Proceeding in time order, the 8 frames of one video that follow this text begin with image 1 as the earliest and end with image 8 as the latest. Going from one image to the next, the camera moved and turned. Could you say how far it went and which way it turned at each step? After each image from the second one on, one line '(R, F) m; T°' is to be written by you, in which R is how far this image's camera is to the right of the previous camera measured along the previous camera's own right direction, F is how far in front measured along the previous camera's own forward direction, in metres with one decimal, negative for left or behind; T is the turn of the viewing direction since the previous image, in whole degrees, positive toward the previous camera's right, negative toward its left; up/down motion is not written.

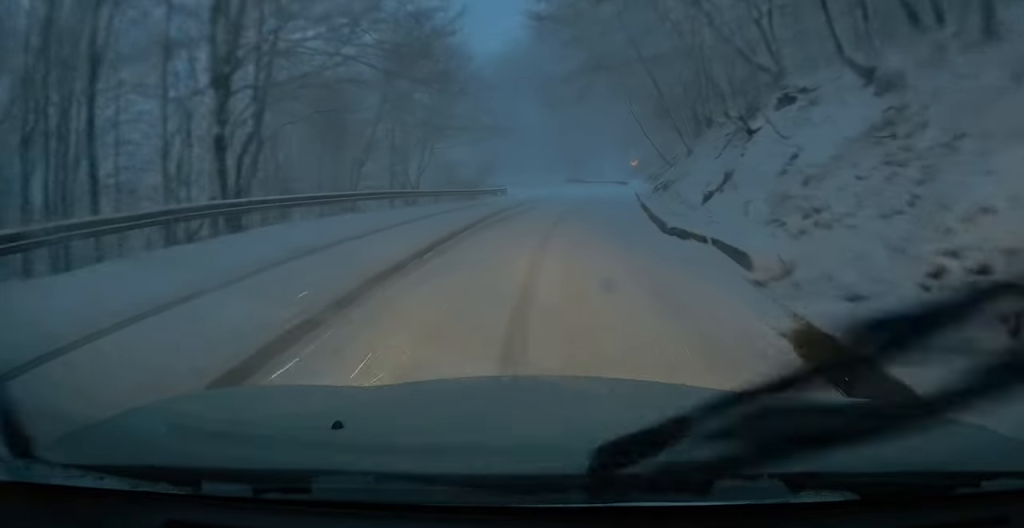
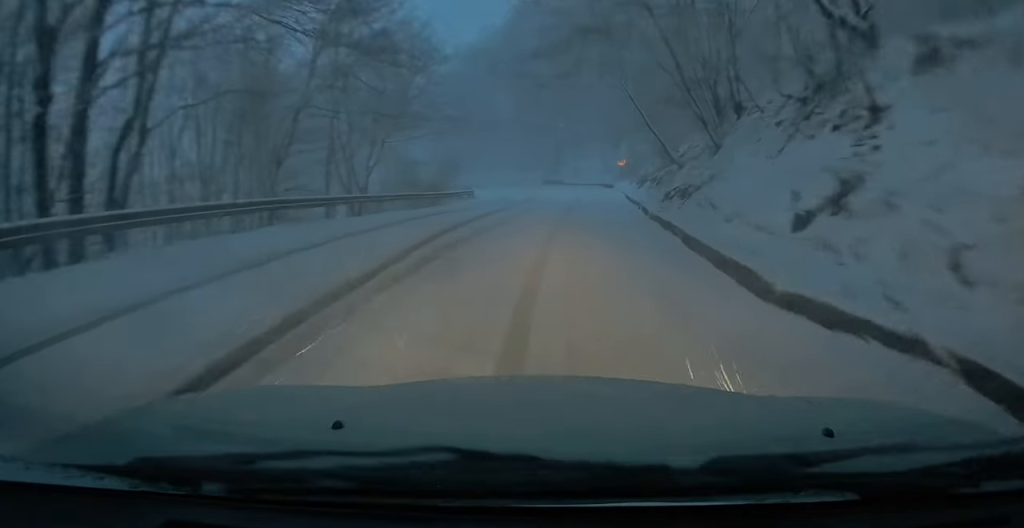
(+0.1, +7.9) m; +5°
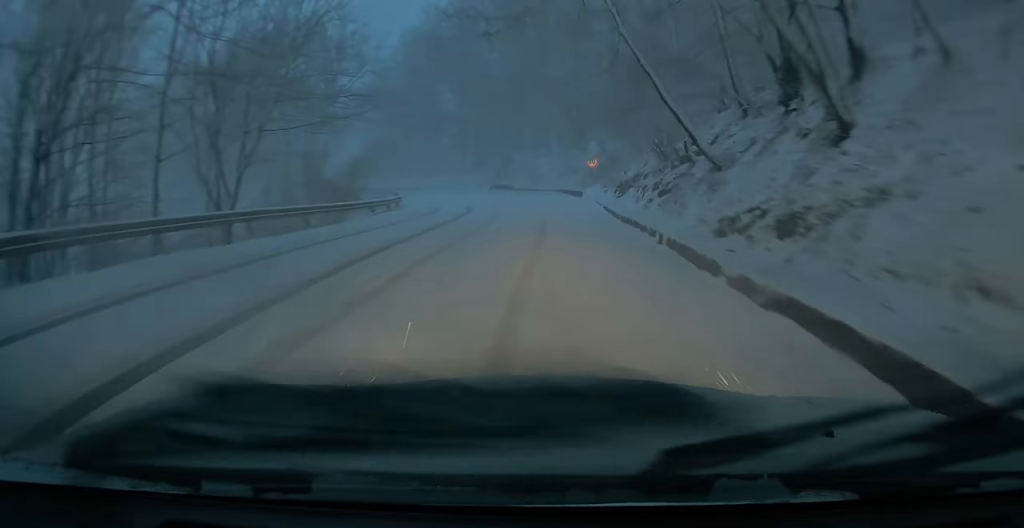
(+1.0, +11.7) m; +6°
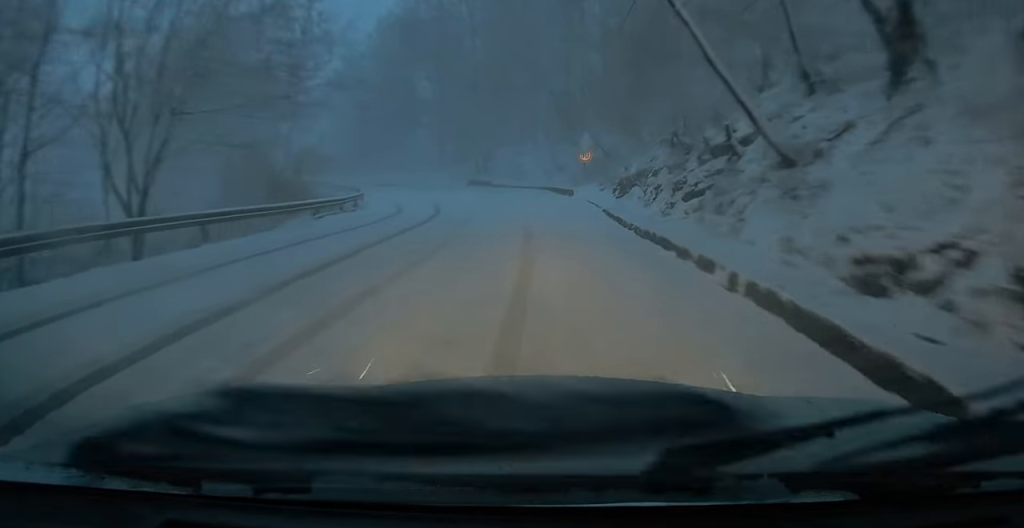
(0.0, +5.8) m; -2°
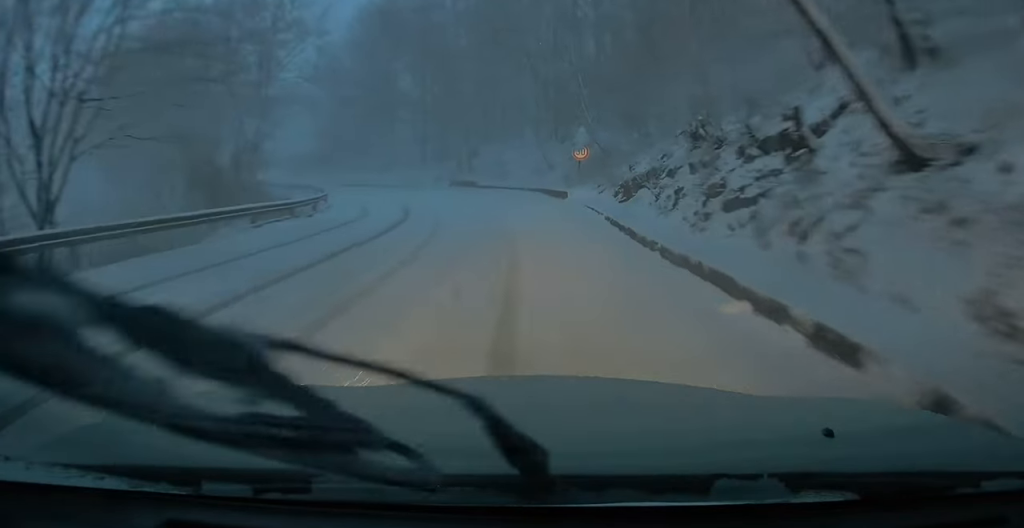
(+0.1, +4.5) m; -2°
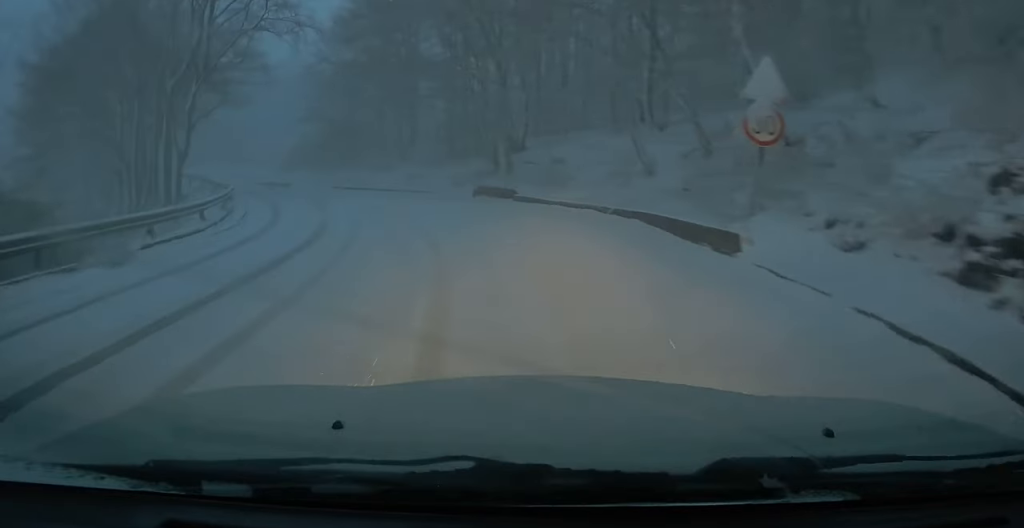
(-1.4, +20.3) m; -6°
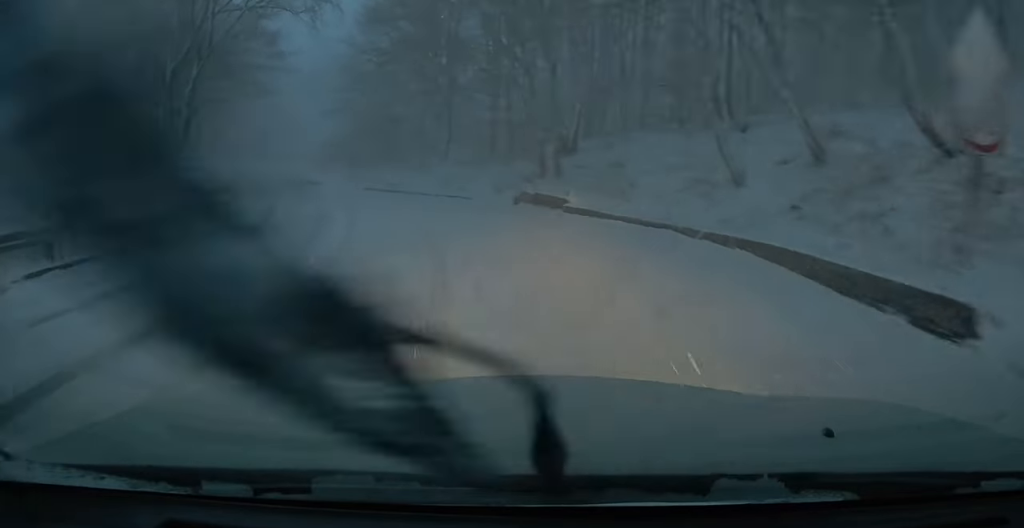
(-0.1, +5.8) m; -1°
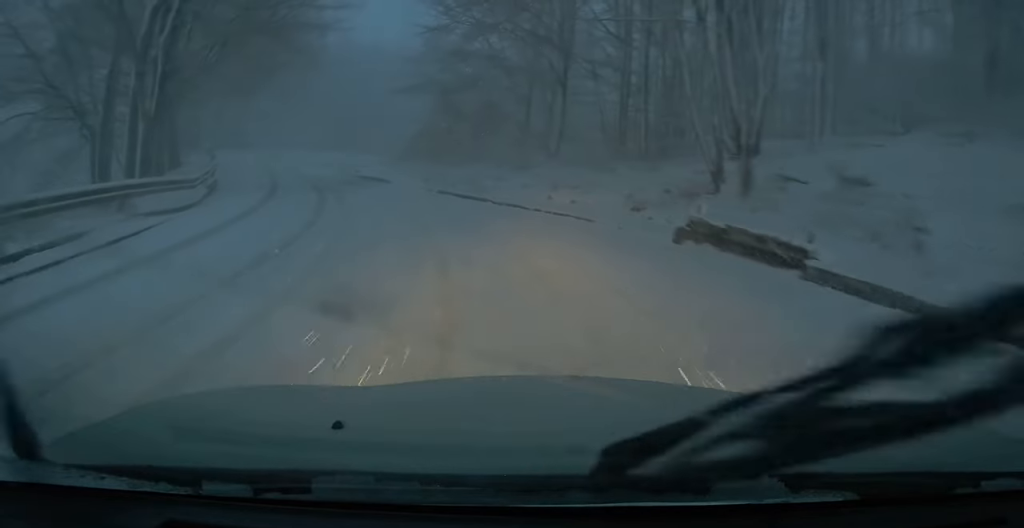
(-0.2, +13.9) m; -6°
